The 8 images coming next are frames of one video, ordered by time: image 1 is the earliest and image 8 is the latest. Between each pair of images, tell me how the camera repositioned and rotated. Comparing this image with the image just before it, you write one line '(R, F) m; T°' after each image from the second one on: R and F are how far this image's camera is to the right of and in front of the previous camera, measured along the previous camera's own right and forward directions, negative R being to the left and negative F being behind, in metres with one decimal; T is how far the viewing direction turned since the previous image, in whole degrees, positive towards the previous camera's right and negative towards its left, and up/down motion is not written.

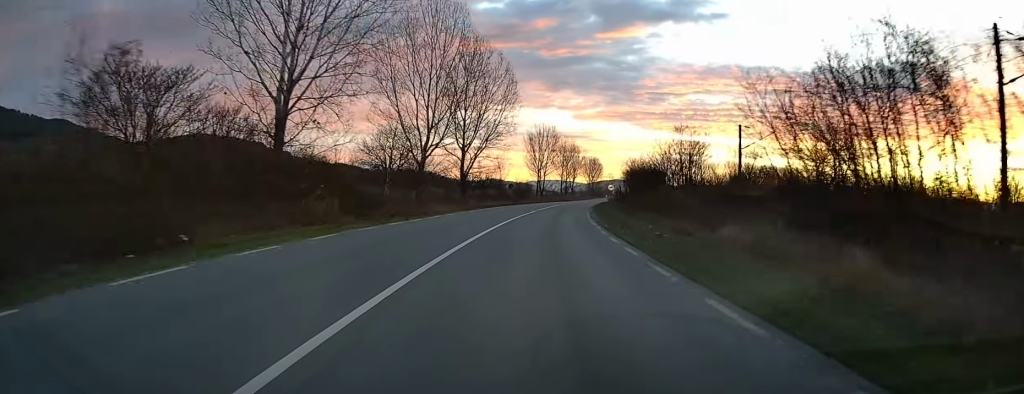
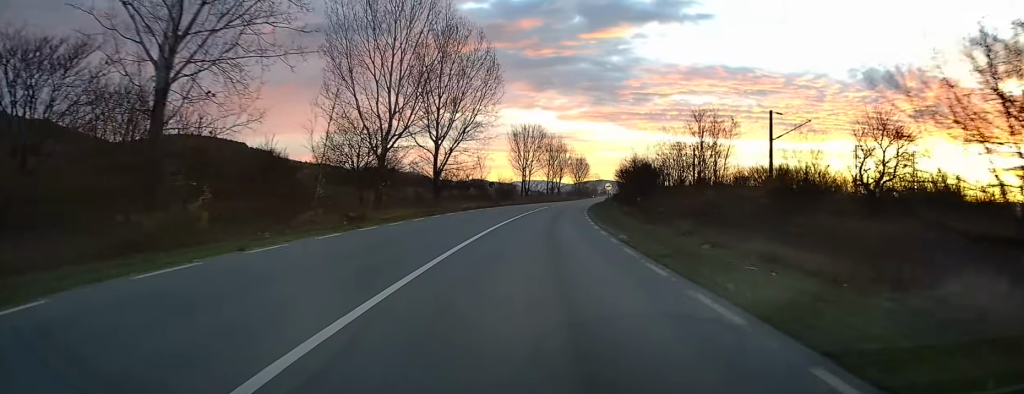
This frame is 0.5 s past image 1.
(+0.2, +11.4) m; +1°
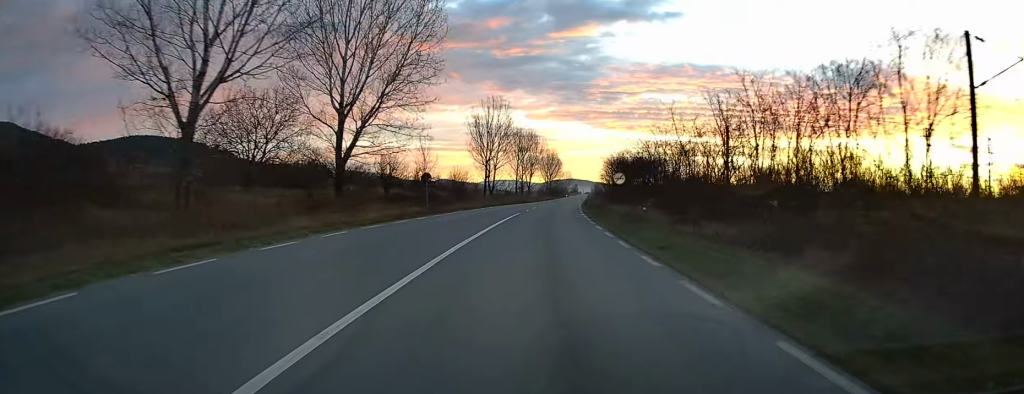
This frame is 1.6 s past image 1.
(+0.6, +27.4) m; +2°
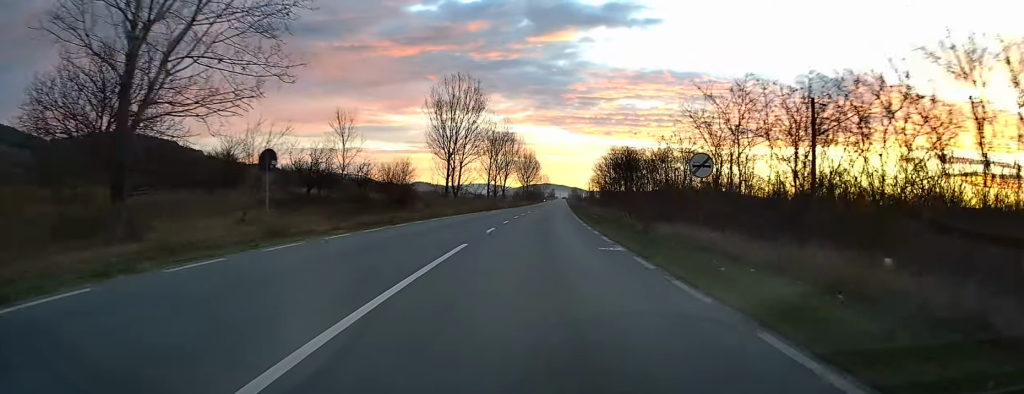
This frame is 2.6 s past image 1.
(+0.4, +24.0) m; +2°
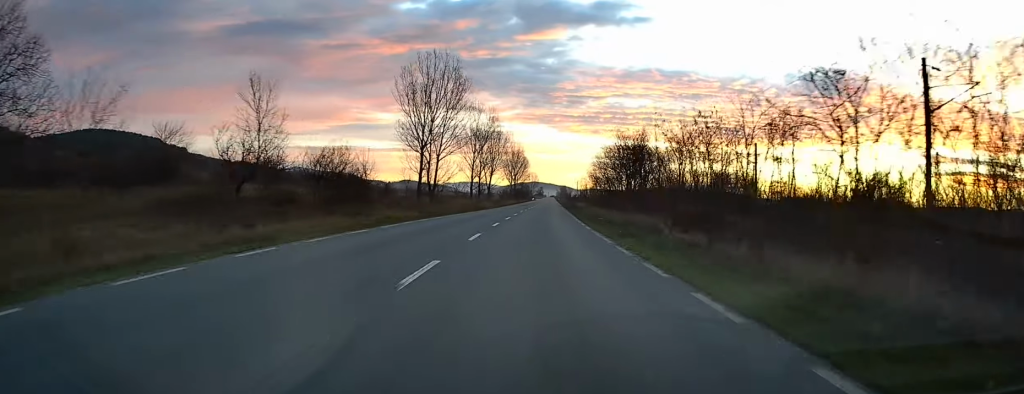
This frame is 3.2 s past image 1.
(+0.1, +13.5) m; +1°
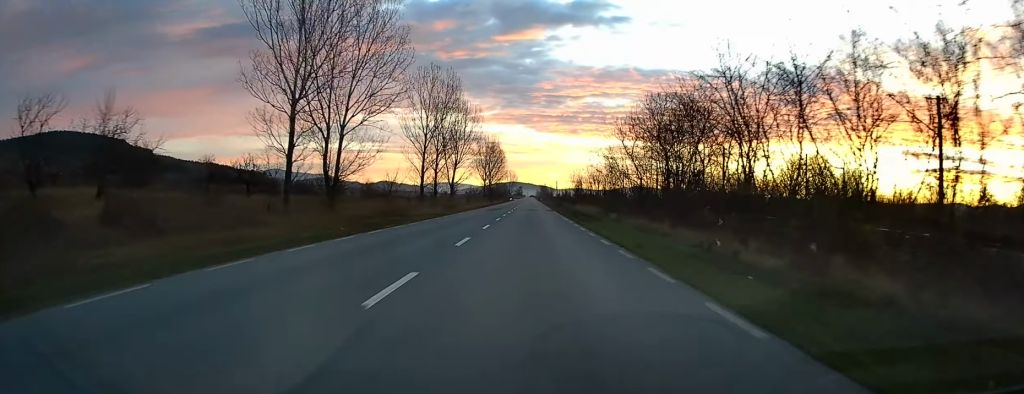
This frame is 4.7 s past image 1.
(+0.5, +37.7) m; +1°
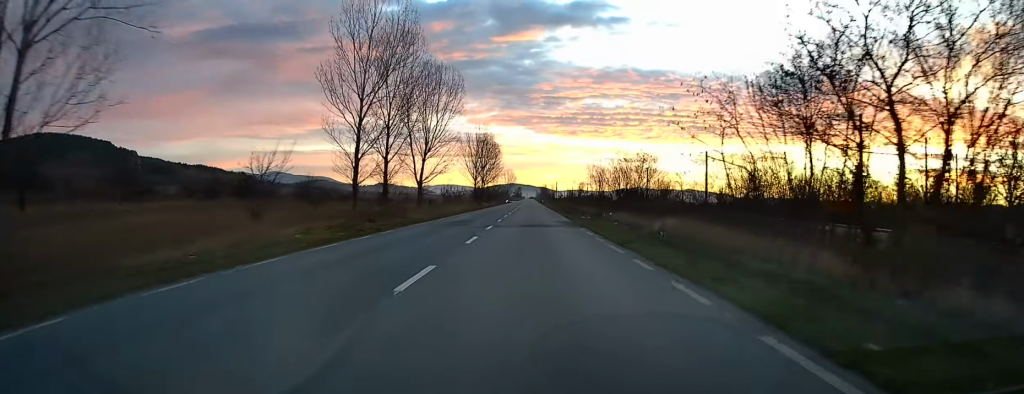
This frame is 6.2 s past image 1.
(-0.2, +34.4) m; 0°
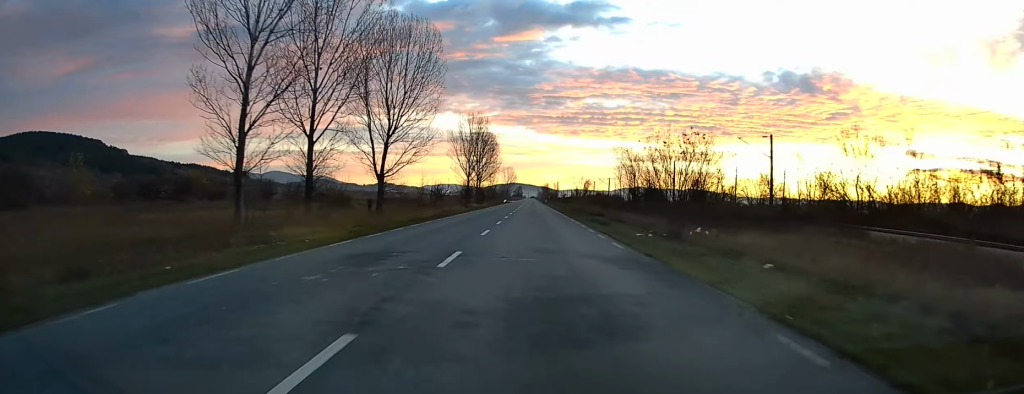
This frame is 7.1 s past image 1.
(+0.5, +23.4) m; +1°
